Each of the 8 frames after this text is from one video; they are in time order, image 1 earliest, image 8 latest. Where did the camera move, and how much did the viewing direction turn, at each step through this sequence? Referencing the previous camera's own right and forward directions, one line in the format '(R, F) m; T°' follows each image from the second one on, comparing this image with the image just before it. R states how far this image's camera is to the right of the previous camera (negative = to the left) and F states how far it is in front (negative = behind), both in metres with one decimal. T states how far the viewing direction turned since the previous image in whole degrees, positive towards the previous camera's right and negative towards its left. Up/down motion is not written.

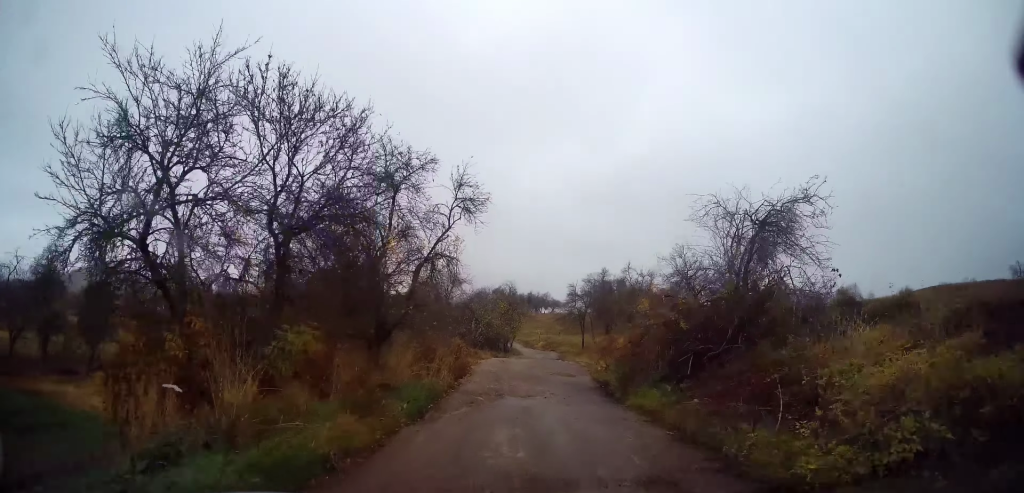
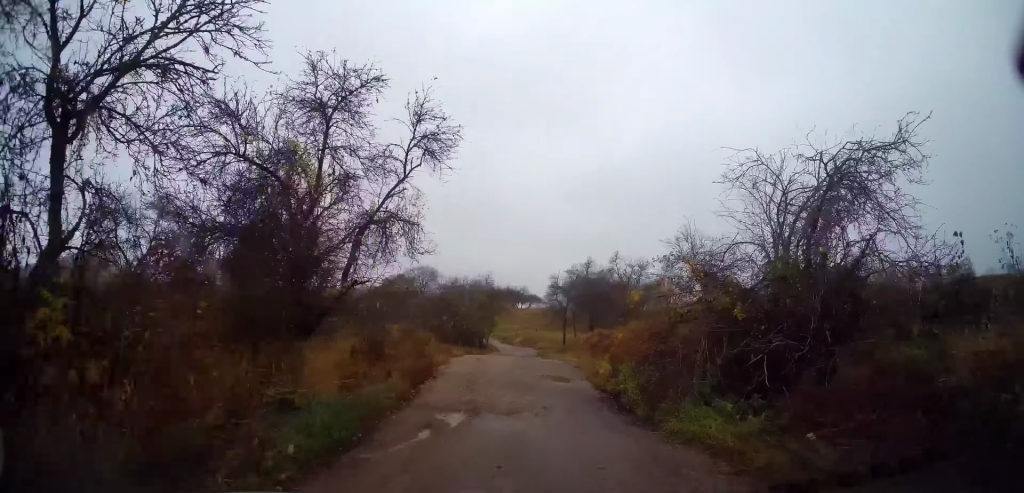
(+0.1, +4.9) m; +2°
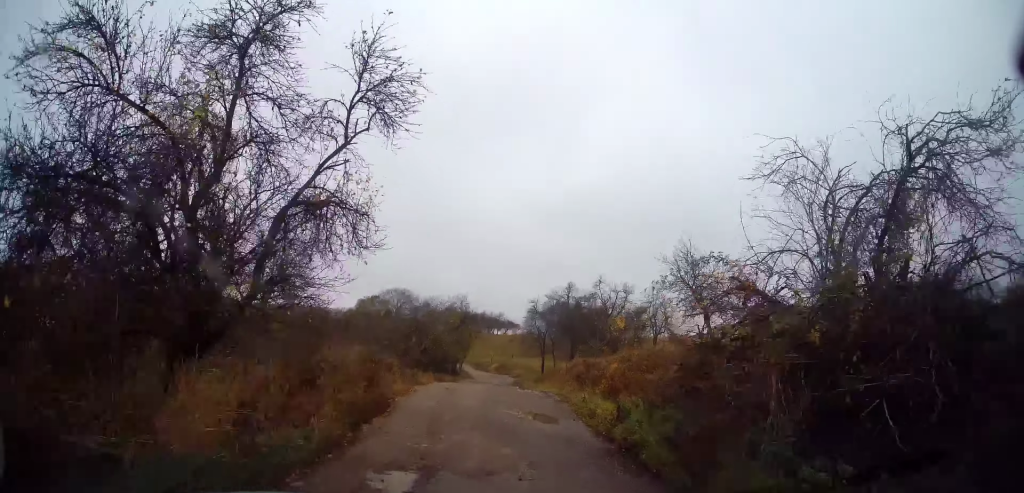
(+0.1, +3.4) m; +1°
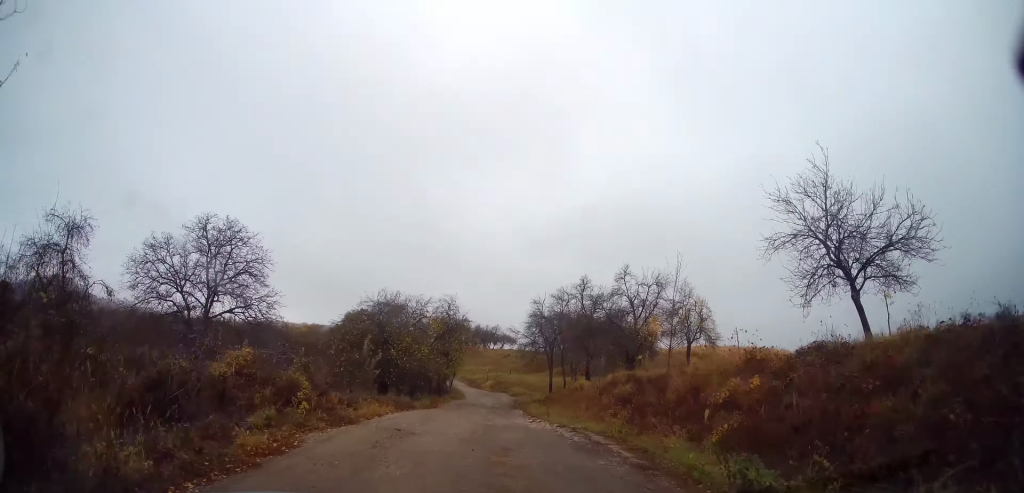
(+0.1, +9.3) m; 0°
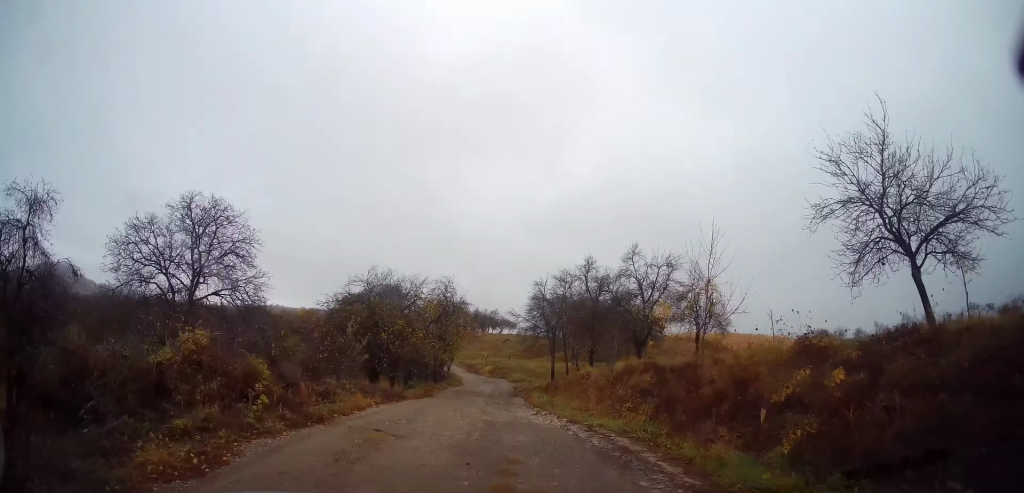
(0.0, +2.0) m; 0°
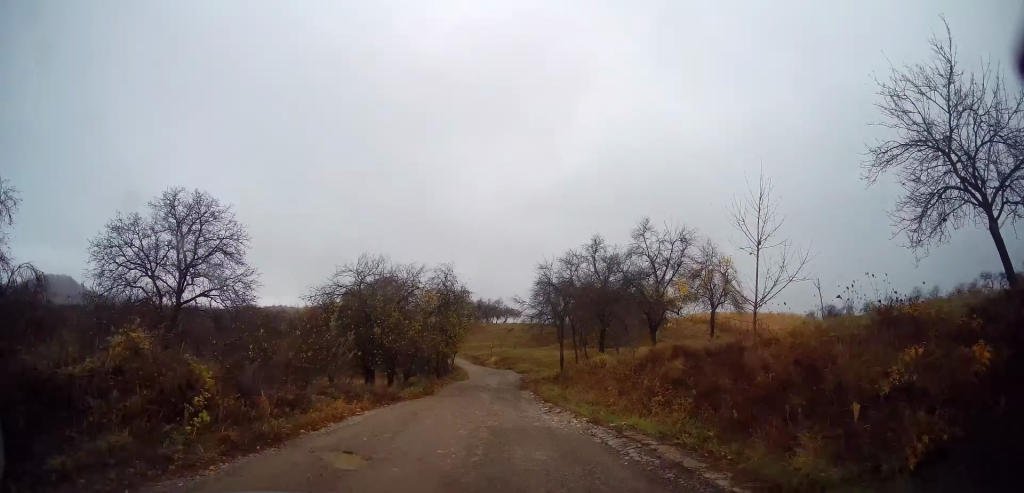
(0.0, +2.0) m; 0°
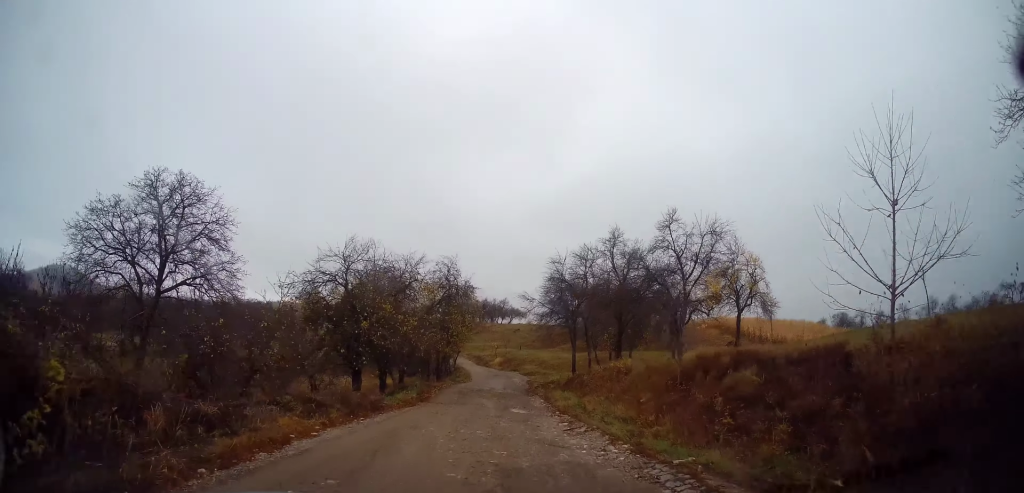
(0.0, +3.0) m; -2°
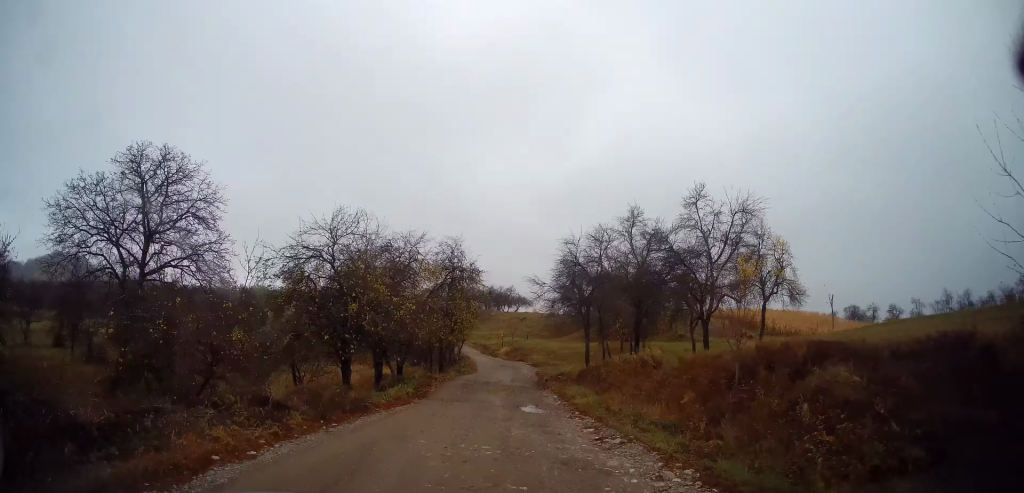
(0.0, +2.2) m; -1°
